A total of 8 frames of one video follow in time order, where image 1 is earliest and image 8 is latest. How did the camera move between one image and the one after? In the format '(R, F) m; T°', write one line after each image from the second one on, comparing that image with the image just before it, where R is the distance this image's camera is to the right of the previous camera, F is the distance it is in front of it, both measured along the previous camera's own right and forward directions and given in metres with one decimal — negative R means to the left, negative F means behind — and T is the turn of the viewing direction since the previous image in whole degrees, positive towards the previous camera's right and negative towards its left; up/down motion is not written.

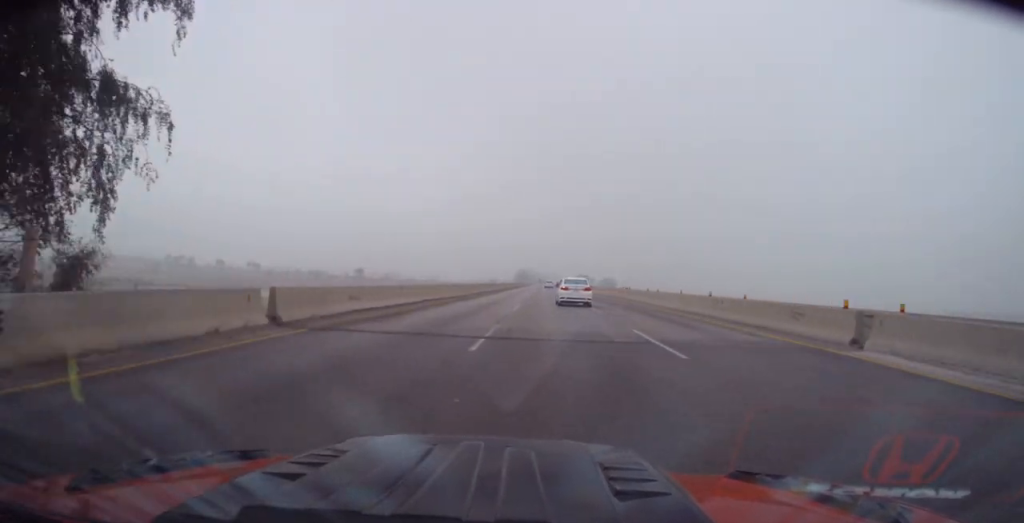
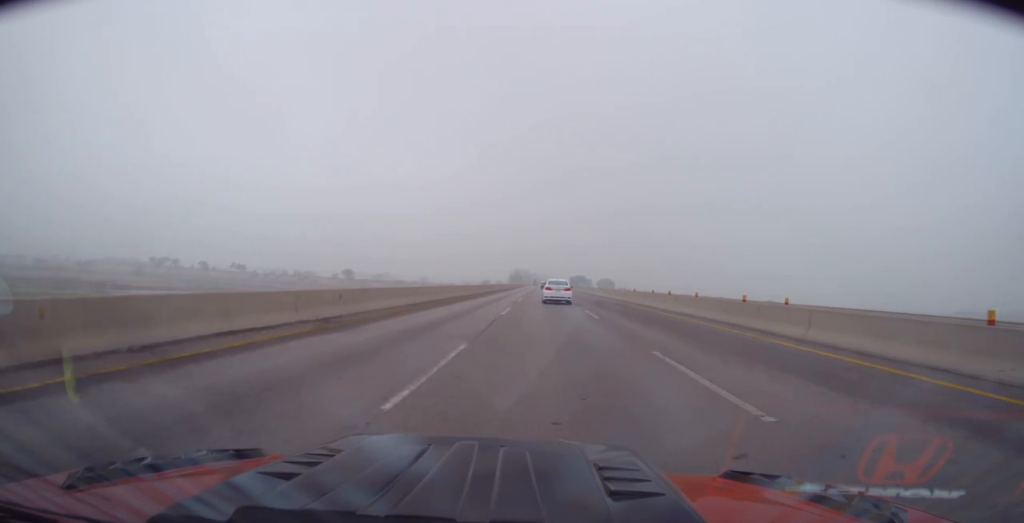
(+0.2, +19.1) m; 0°
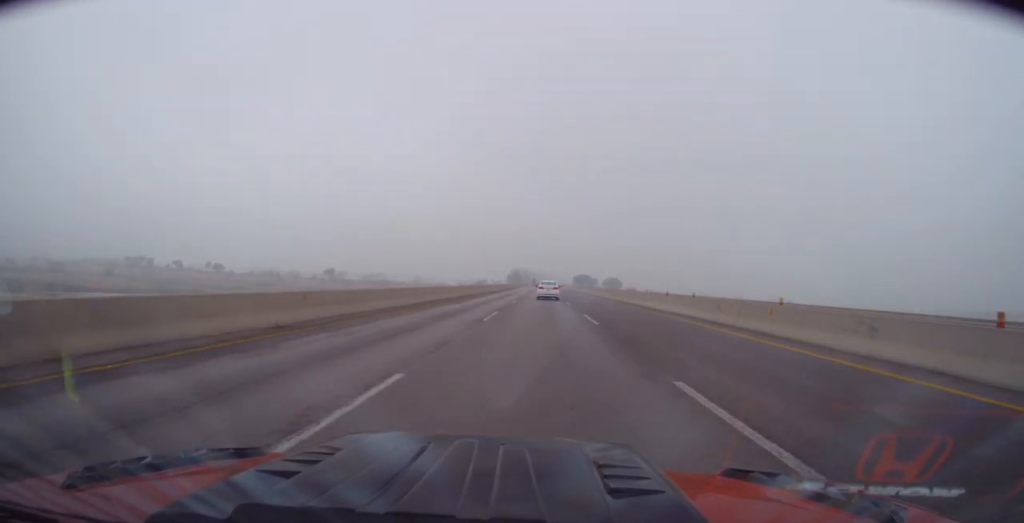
(0.0, +39.8) m; 0°
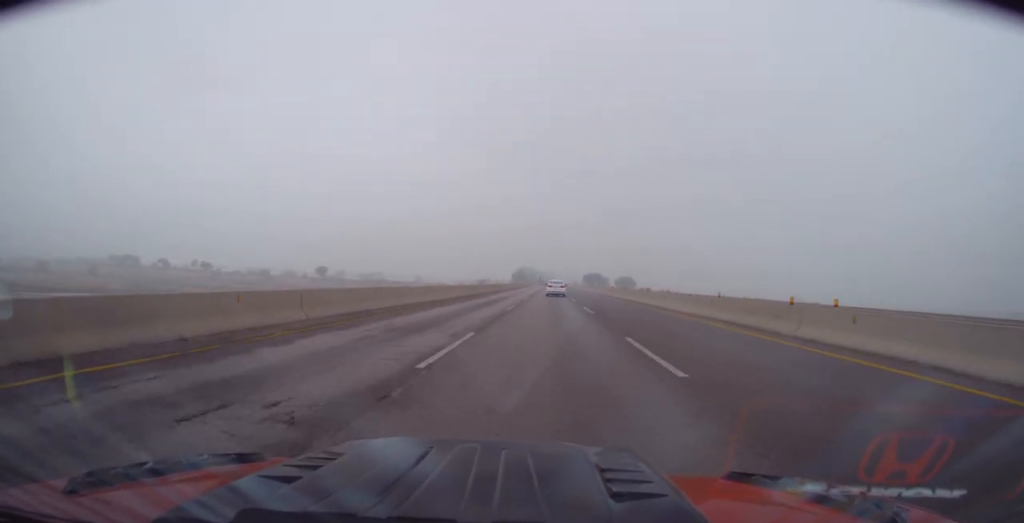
(0.0, +29.6) m; -1°
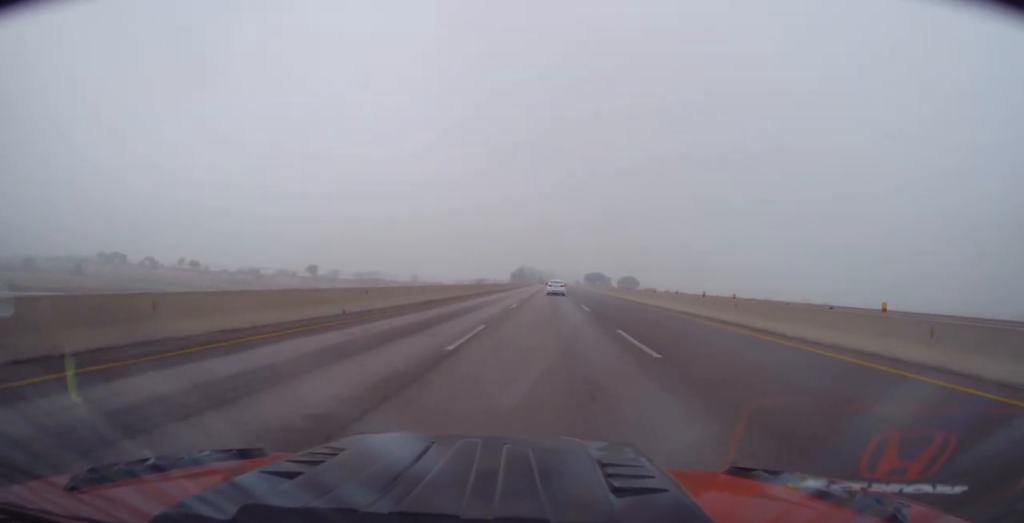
(-0.1, +15.7) m; -1°
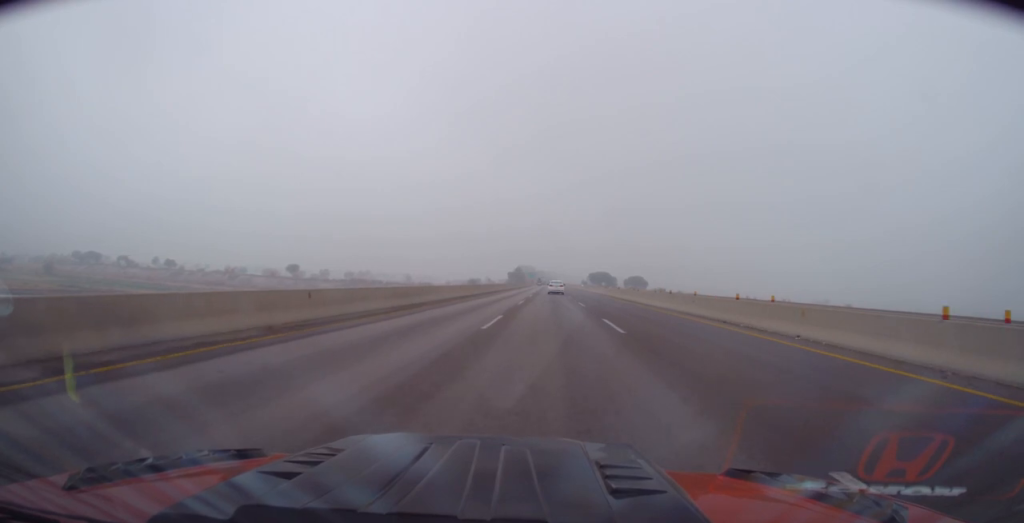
(-0.5, +31.0) m; 0°
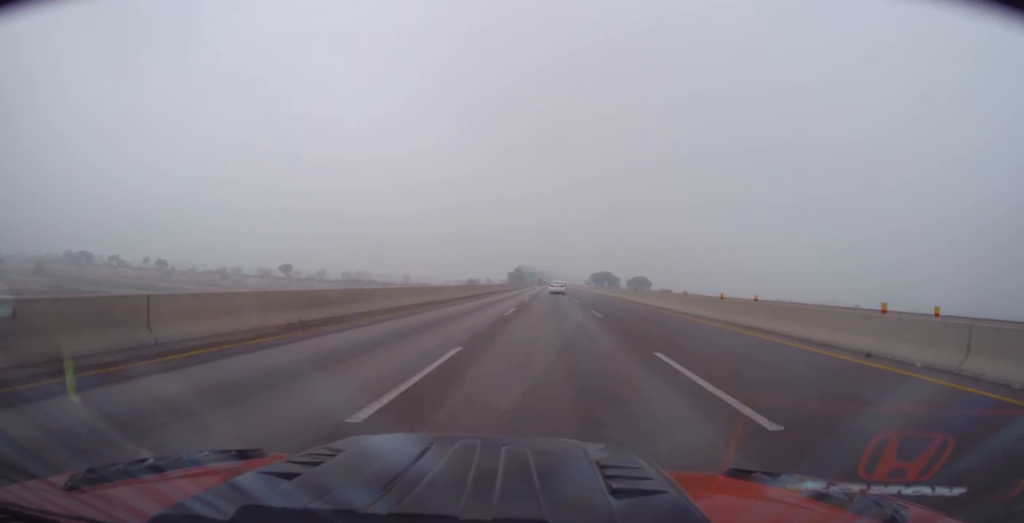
(-0.1, +10.6) m; +1°
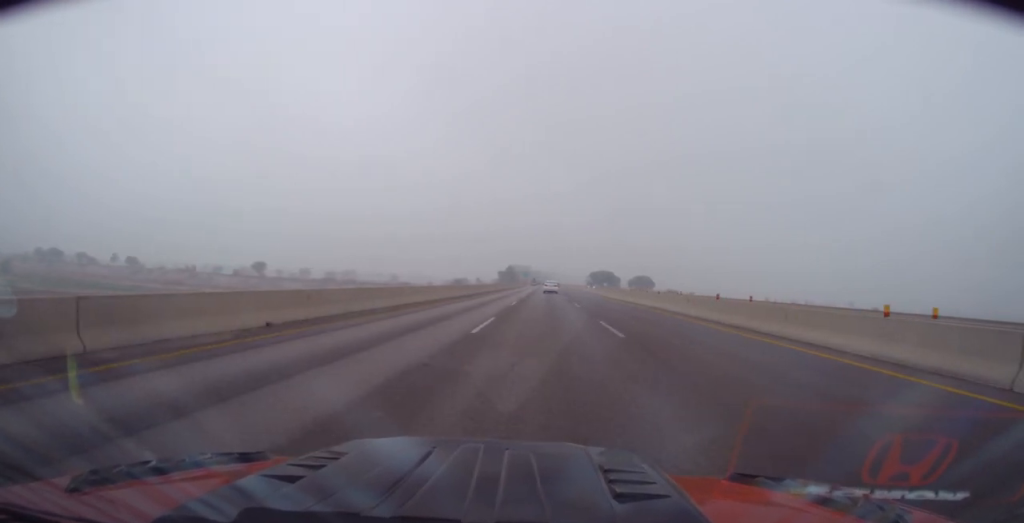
(+0.8, +27.4) m; +2°
